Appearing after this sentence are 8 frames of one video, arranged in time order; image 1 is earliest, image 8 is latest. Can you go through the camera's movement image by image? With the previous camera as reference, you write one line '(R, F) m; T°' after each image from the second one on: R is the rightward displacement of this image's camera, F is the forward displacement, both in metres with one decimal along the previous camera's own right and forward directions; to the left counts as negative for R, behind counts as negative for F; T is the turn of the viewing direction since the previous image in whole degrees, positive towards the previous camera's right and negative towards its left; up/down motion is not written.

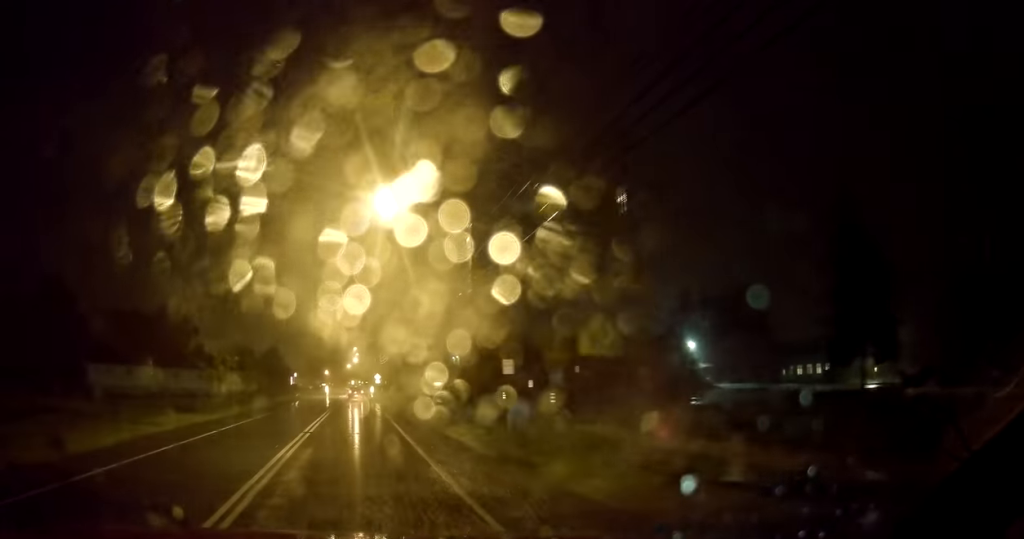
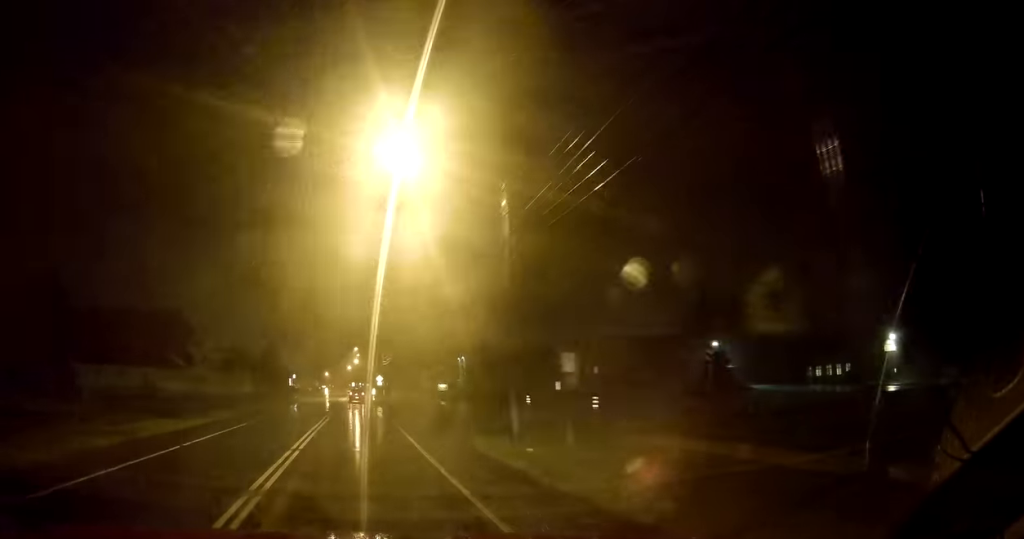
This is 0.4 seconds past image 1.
(0.0, +5.2) m; 0°
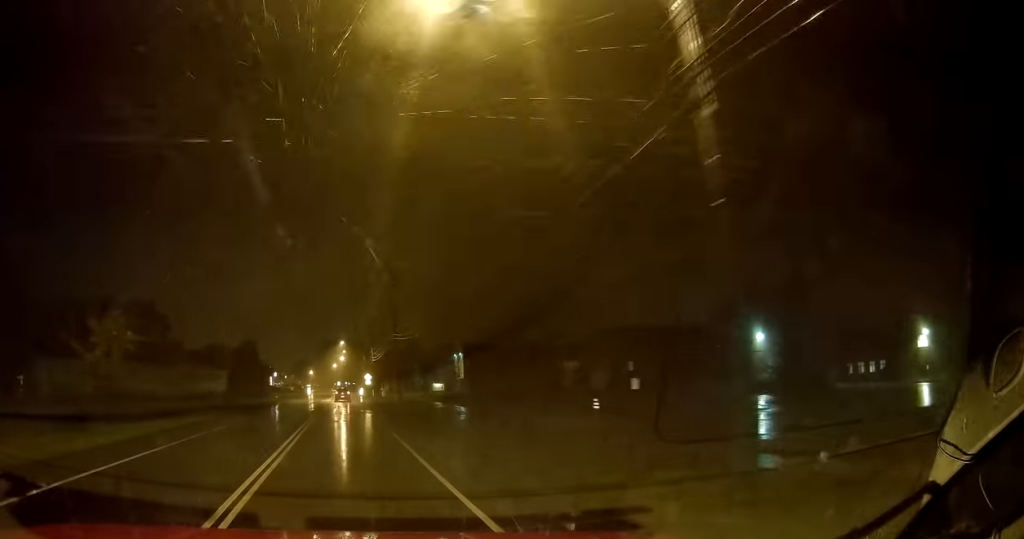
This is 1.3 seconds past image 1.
(0.0, +11.4) m; -1°
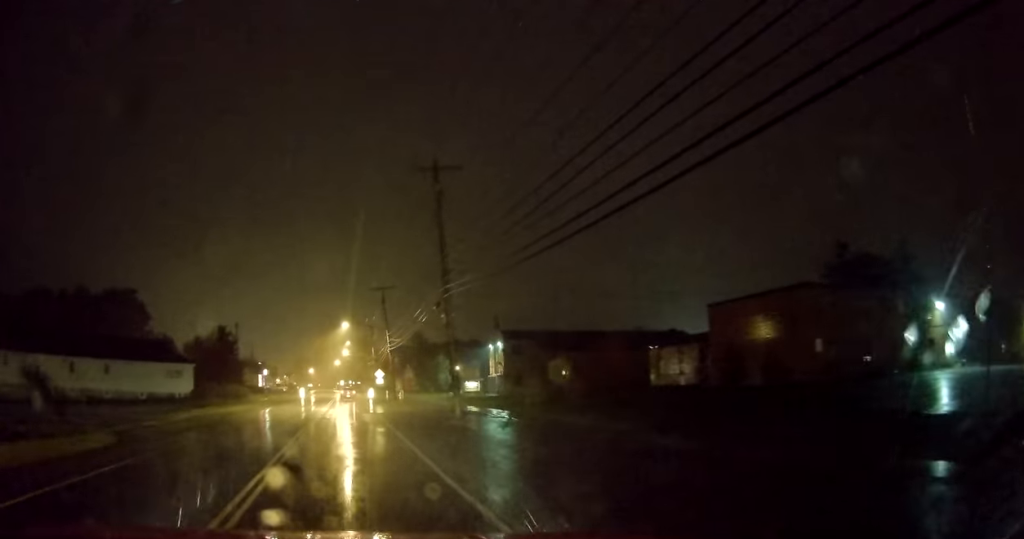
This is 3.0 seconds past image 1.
(-0.2, +23.7) m; +1°
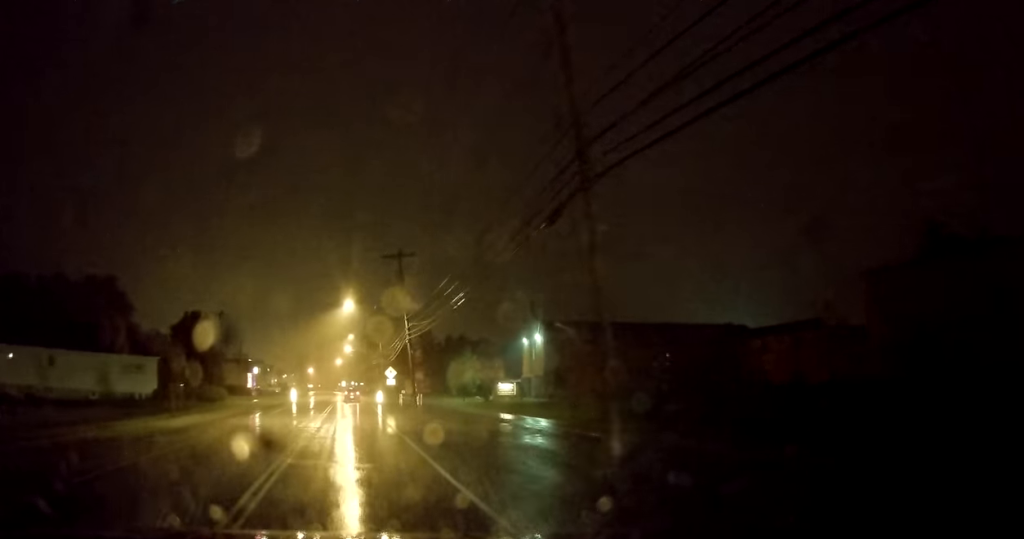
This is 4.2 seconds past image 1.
(+0.3, +15.4) m; 0°
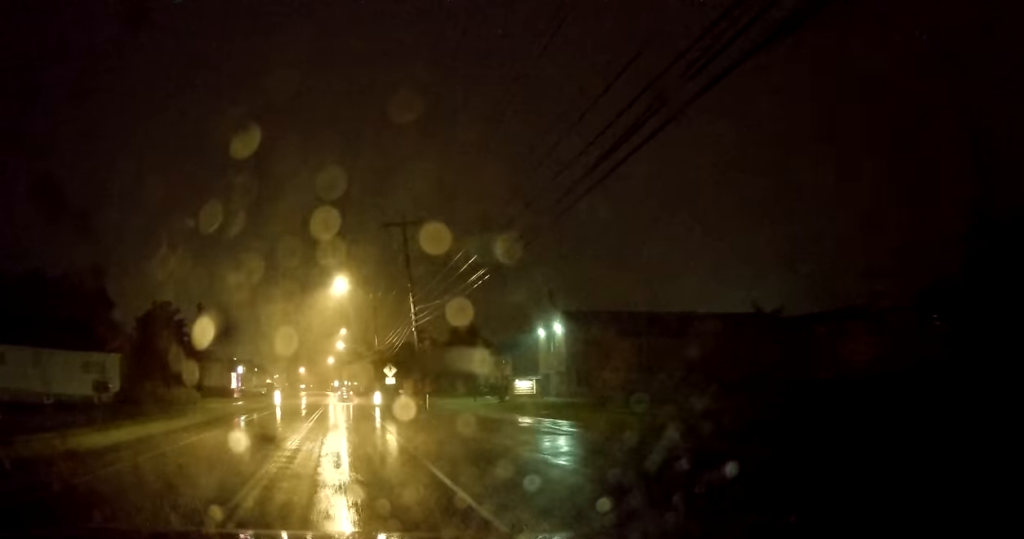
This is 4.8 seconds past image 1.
(-0.1, +8.6) m; -1°
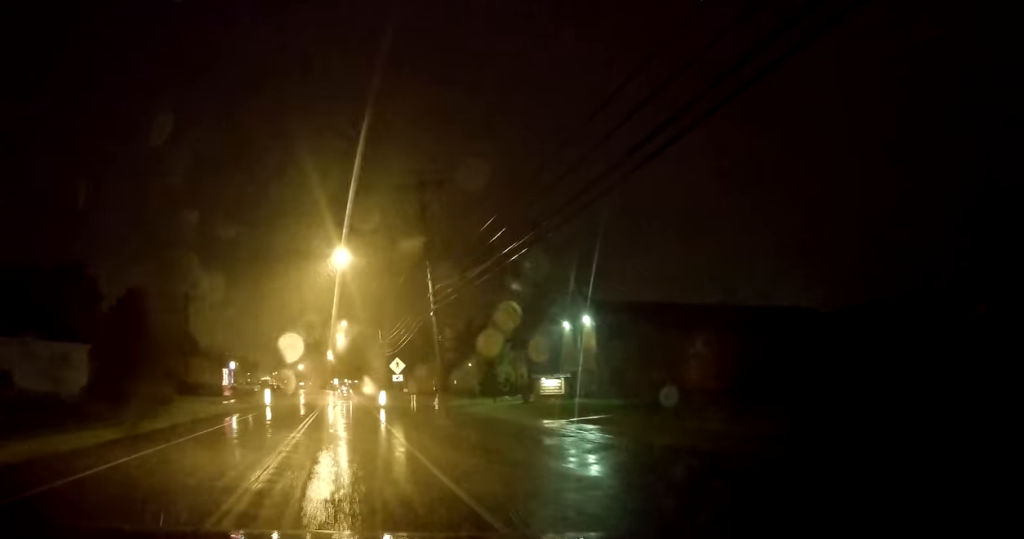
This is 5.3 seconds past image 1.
(0.0, +6.9) m; +1°
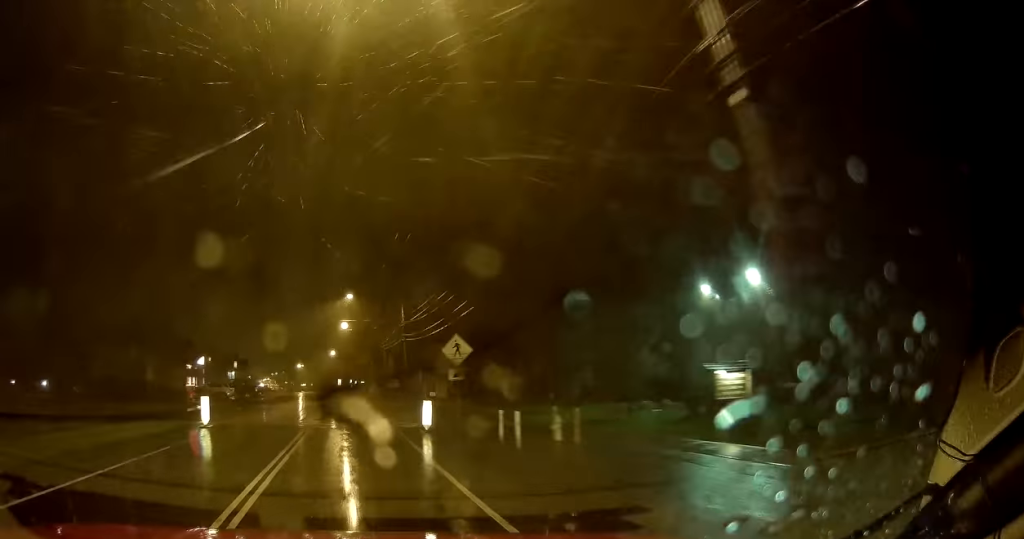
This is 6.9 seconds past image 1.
(+0.2, +22.4) m; -1°
